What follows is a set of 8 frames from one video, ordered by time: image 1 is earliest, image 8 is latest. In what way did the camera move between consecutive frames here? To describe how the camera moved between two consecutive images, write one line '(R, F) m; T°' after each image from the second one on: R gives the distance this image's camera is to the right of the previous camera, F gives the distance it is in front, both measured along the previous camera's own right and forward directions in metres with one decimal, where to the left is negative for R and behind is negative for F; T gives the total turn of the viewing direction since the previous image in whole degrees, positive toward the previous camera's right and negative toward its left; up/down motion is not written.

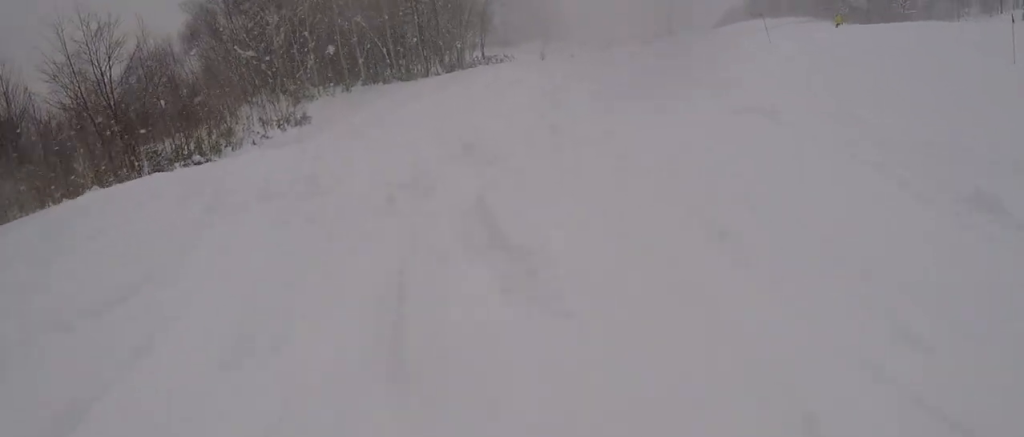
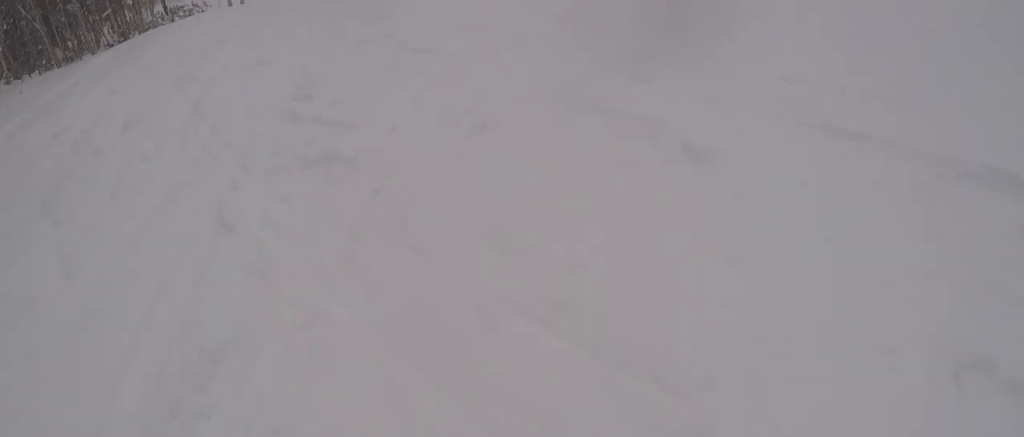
(+2.7, +10.4) m; +20°
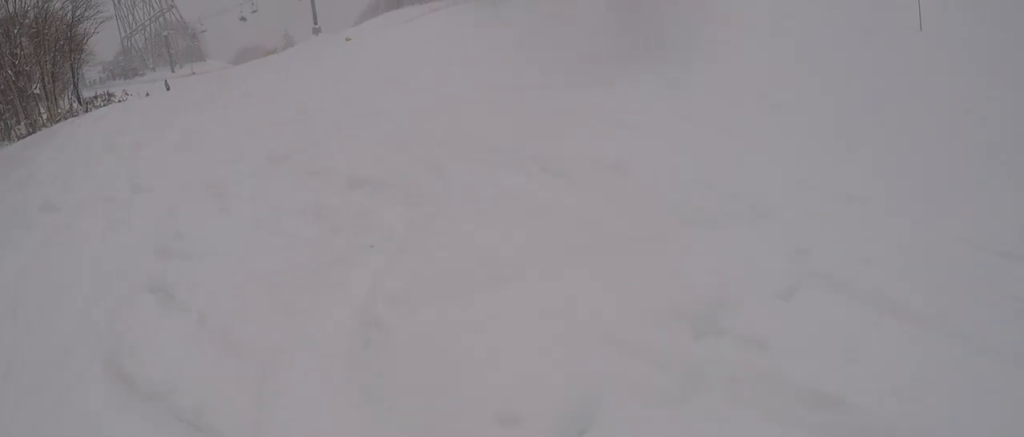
(0.0, +4.3) m; +6°
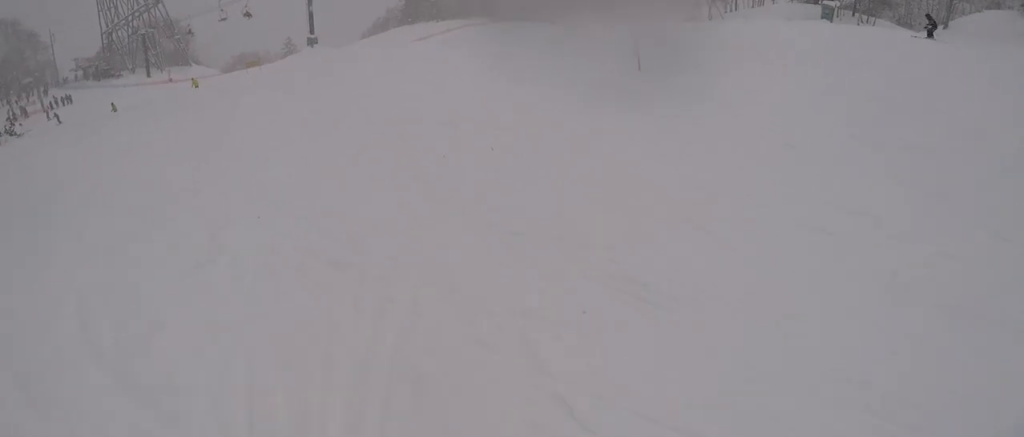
(+1.9, +13.5) m; -4°
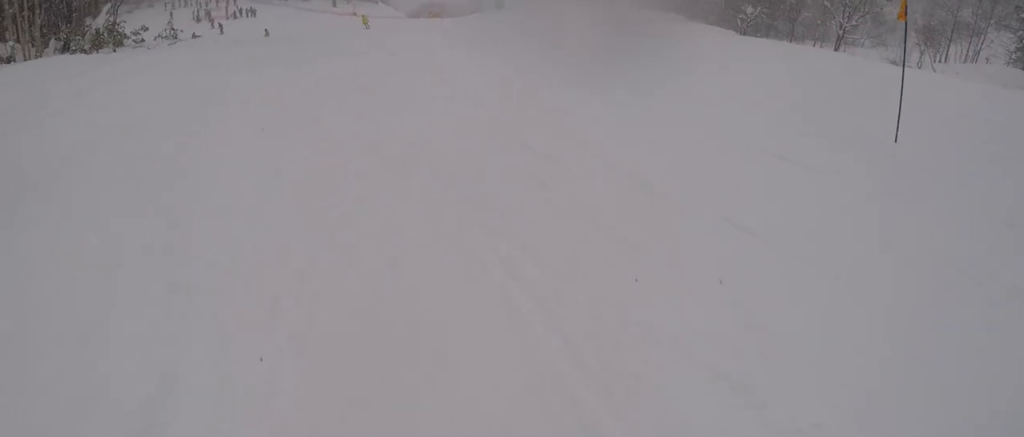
(-0.7, +2.4) m; -9°
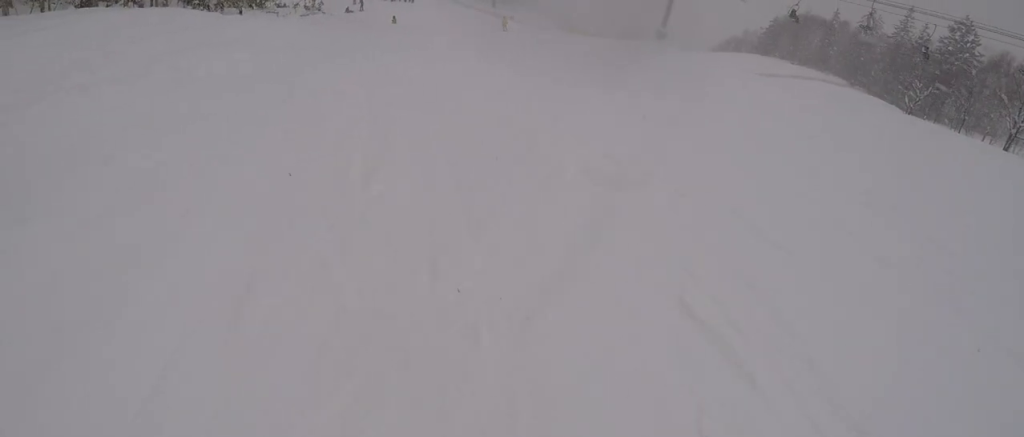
(-0.3, +2.4) m; -9°
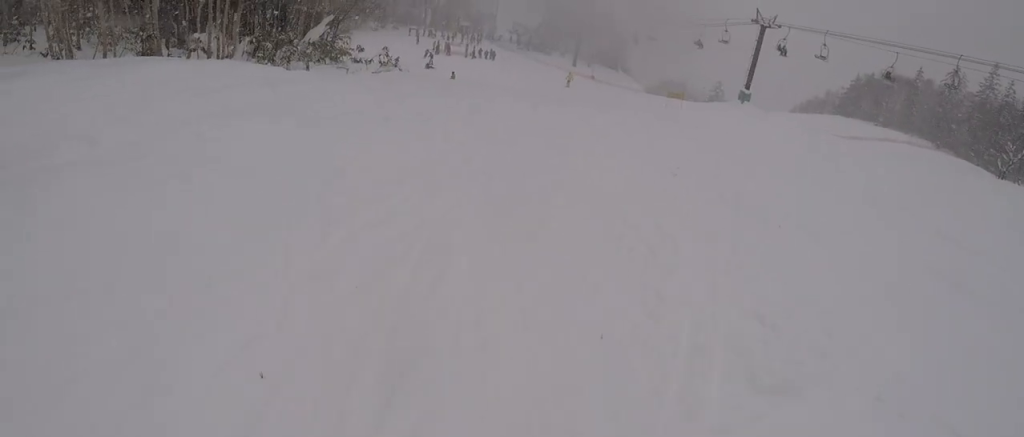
(-0.1, +1.9) m; -5°
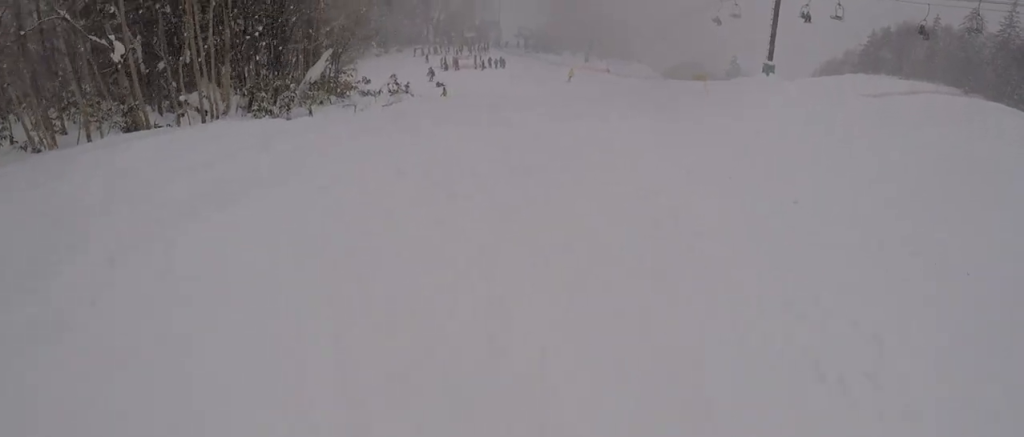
(0.0, +2.0) m; -5°
